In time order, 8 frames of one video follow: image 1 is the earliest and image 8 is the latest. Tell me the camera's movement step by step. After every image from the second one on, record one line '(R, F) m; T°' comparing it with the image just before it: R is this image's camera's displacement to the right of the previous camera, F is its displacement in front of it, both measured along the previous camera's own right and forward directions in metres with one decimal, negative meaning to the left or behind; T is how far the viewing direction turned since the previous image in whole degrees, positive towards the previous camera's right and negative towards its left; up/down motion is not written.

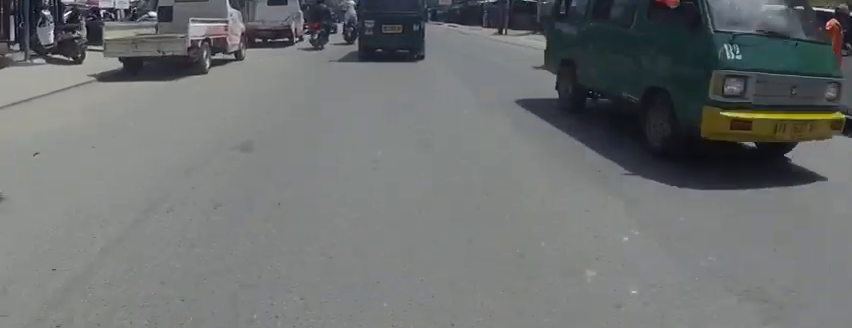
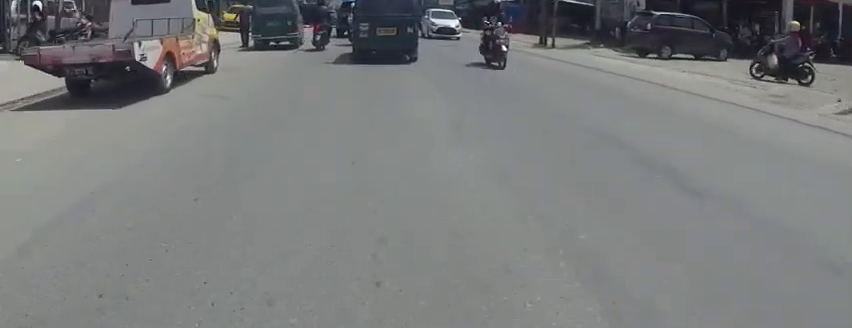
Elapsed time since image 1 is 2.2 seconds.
(-1.0, +11.4) m; -16°
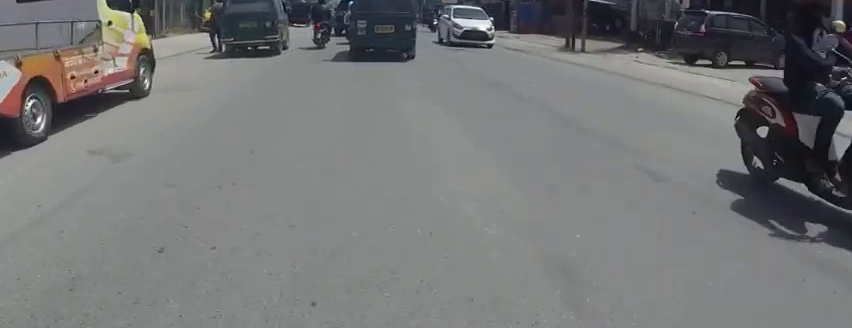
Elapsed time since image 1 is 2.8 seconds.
(-0.2, +3.6) m; -4°
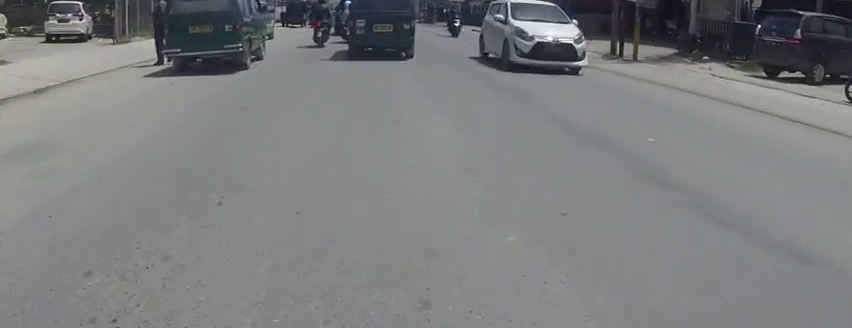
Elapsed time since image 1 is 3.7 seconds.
(0.0, +4.4) m; -1°
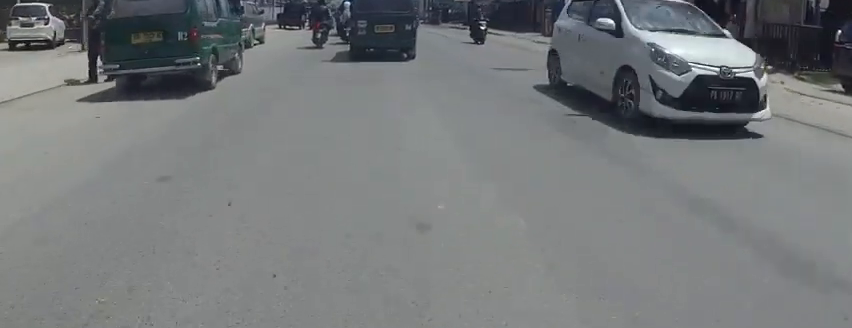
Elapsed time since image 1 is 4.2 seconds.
(0.0, +2.5) m; 0°
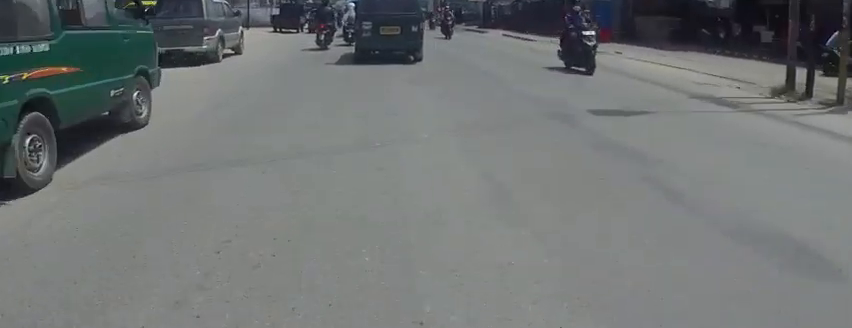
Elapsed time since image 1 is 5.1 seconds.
(0.0, +4.5) m; -1°
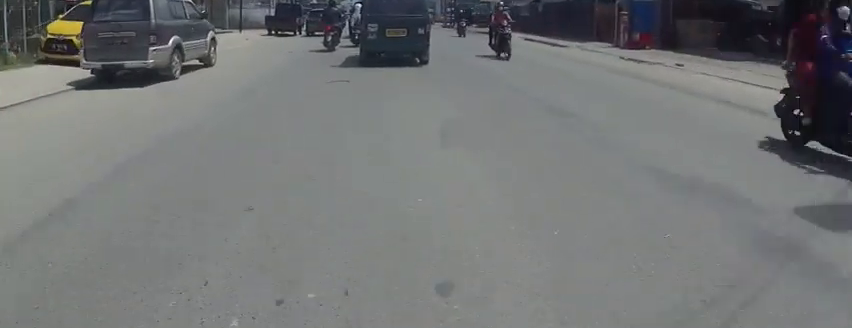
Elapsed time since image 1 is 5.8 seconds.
(0.0, +3.1) m; -1°
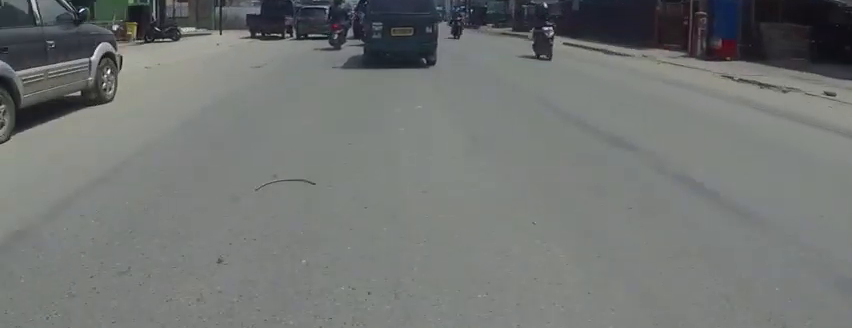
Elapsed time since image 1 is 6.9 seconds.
(0.0, +4.7) m; 0°
